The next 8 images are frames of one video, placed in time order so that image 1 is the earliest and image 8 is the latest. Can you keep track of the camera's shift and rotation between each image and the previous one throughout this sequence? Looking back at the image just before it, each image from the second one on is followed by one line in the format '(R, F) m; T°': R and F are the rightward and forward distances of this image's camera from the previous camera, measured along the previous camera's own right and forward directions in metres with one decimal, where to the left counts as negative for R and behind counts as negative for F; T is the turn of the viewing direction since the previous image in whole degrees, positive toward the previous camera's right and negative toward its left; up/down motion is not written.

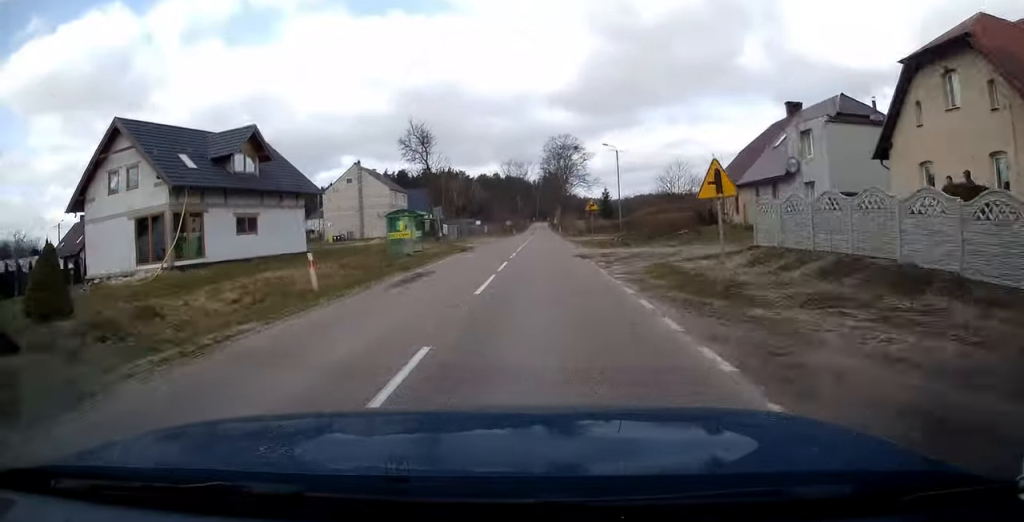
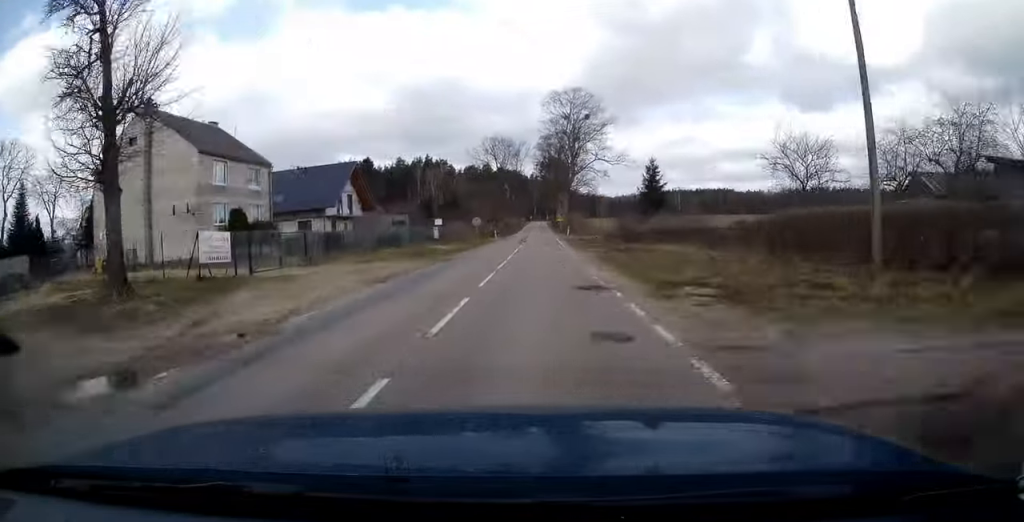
(+0.2, +47.3) m; 0°
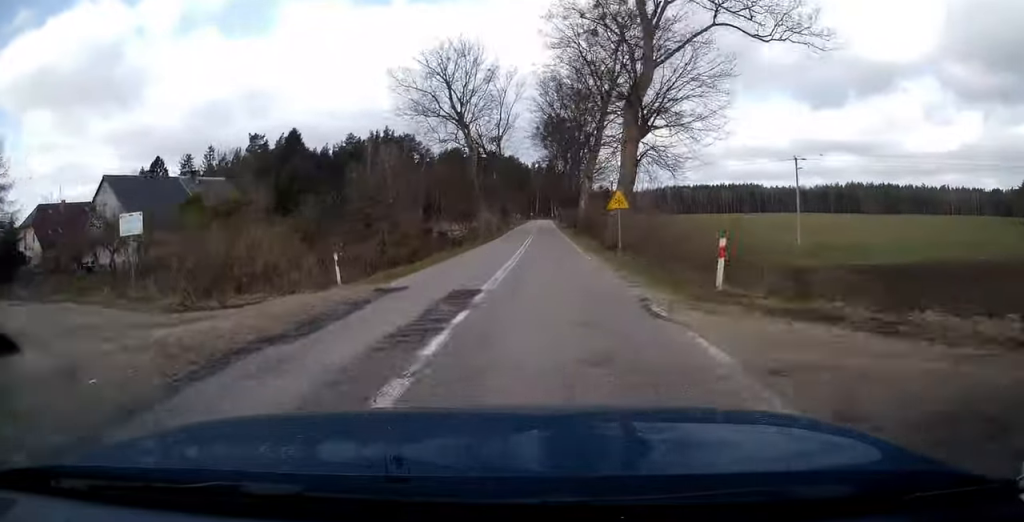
(-0.1, +62.3) m; 0°
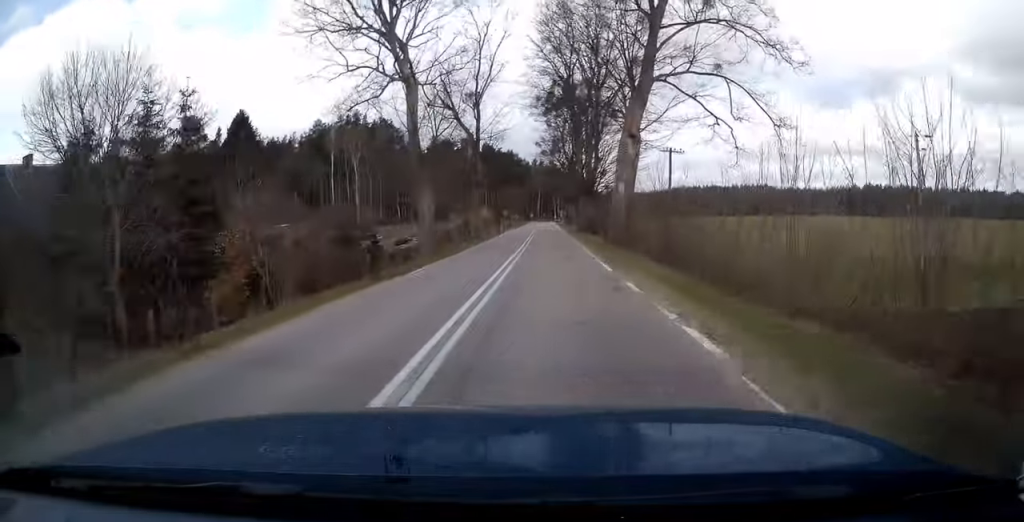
(+0.1, +26.1) m; 0°
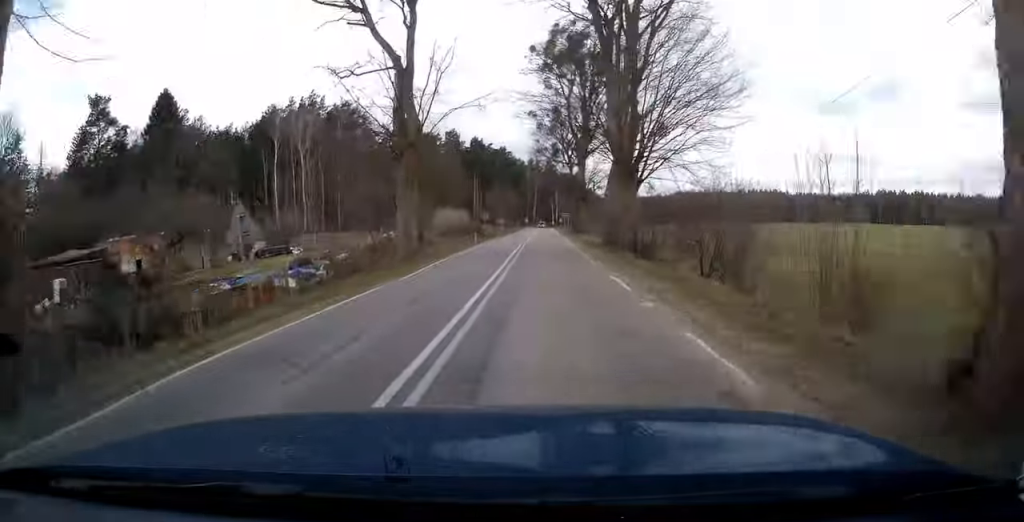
(-0.1, +24.4) m; 0°
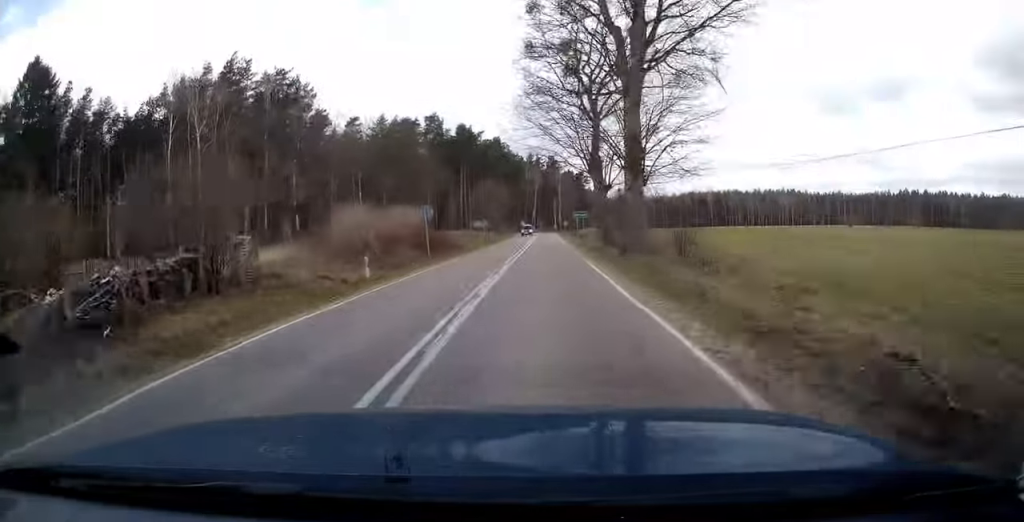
(0.0, +29.3) m; 0°
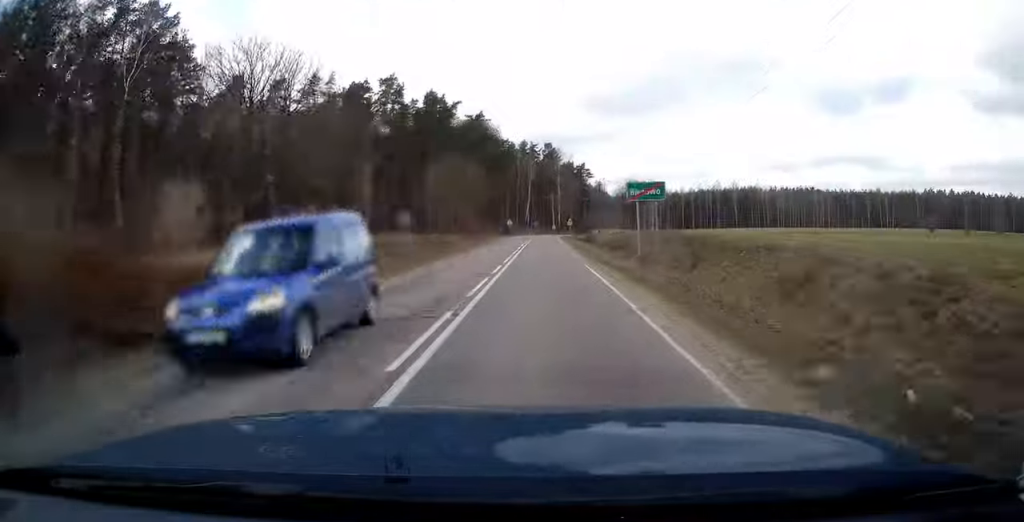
(+0.1, +35.7) m; +1°
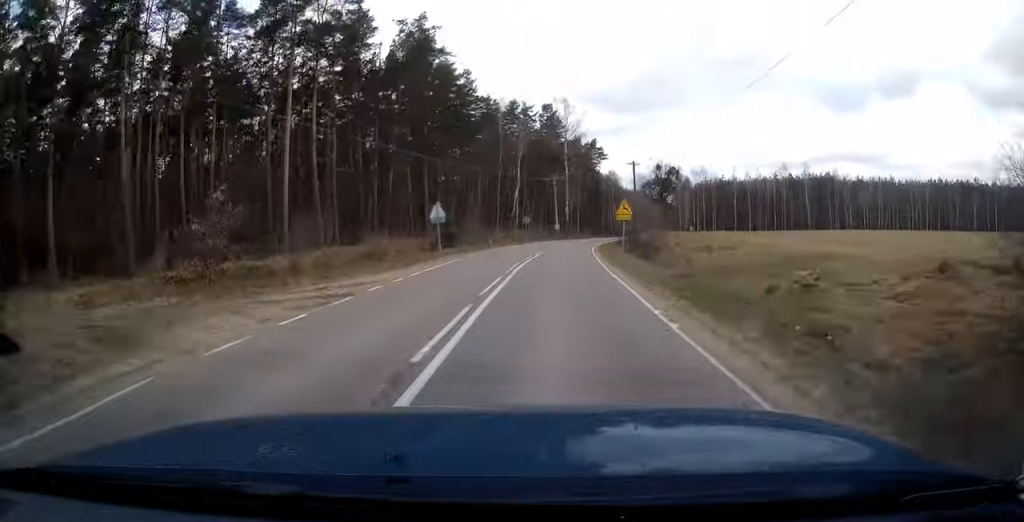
(+0.5, +61.0) m; +3°
